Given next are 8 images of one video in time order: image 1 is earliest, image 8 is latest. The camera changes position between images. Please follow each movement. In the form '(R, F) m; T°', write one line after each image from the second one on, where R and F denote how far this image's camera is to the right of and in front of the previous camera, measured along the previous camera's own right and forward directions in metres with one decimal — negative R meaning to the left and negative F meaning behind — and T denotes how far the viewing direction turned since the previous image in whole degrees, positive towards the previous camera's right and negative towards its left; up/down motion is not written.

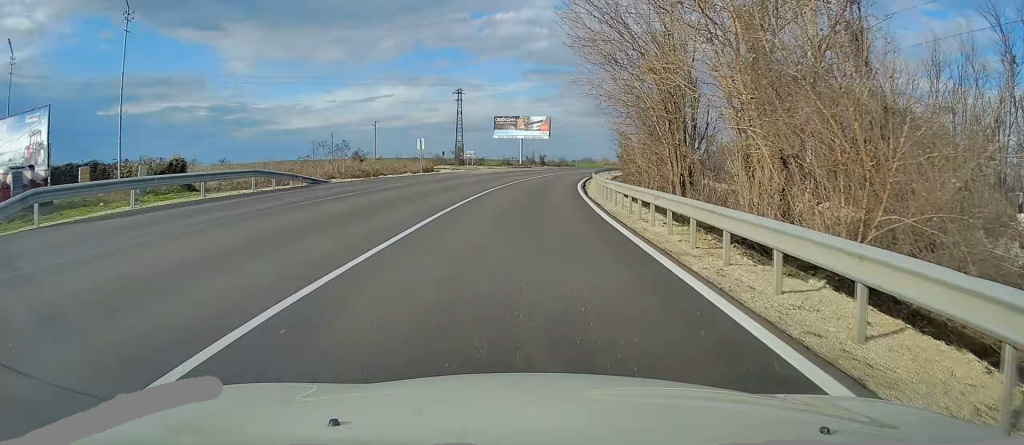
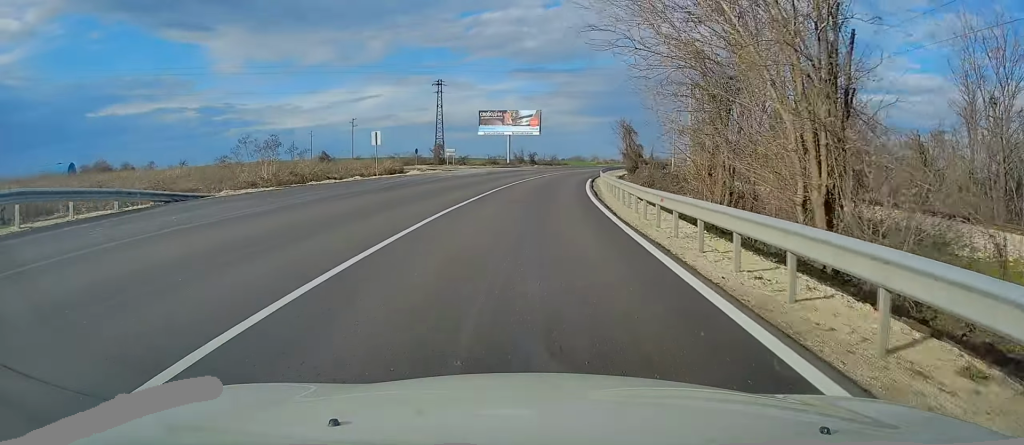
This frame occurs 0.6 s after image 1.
(+0.1, +12.5) m; +1°
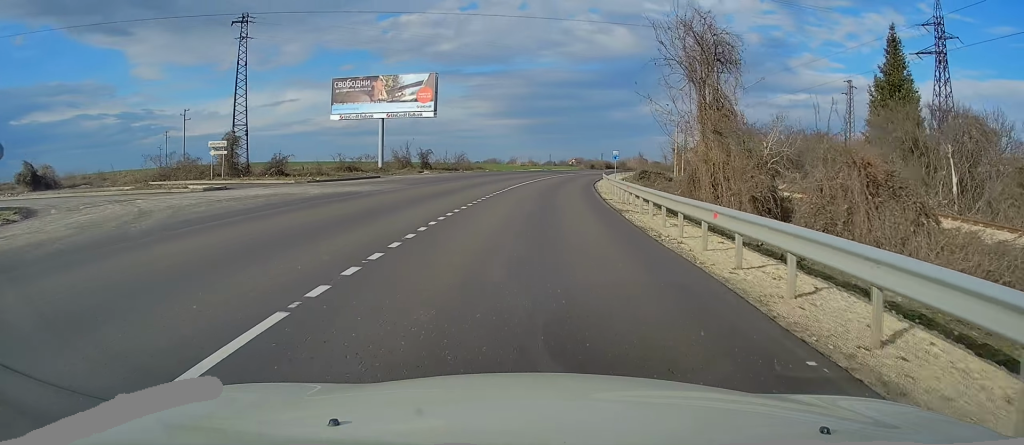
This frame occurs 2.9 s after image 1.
(+1.8, +52.0) m; +5°
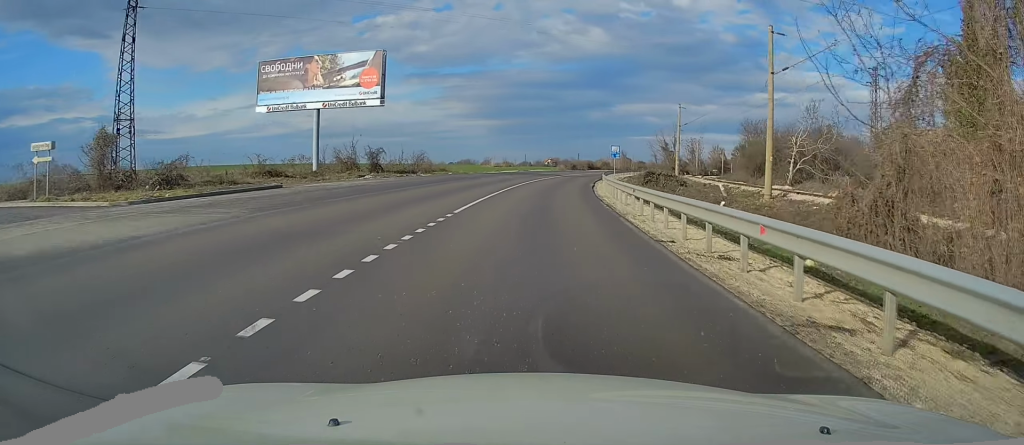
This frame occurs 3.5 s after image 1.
(+0.6, +14.4) m; +2°
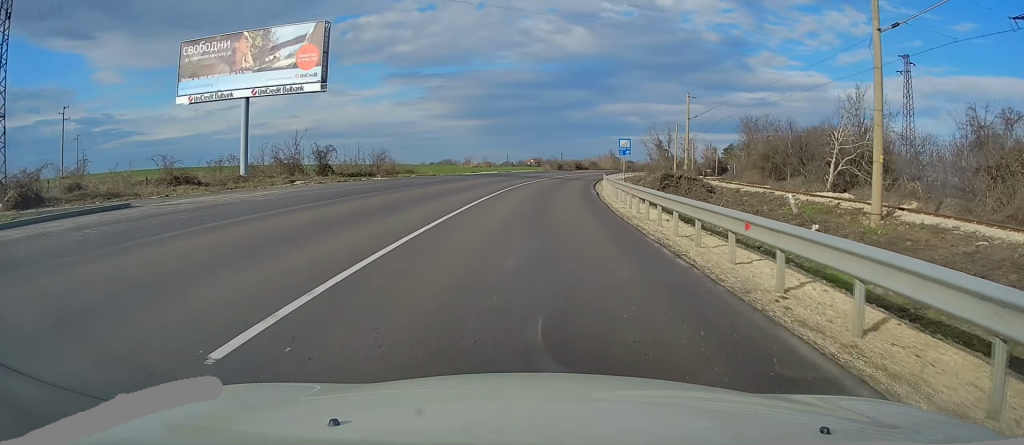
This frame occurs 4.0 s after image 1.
(+0.1, +11.4) m; +2°
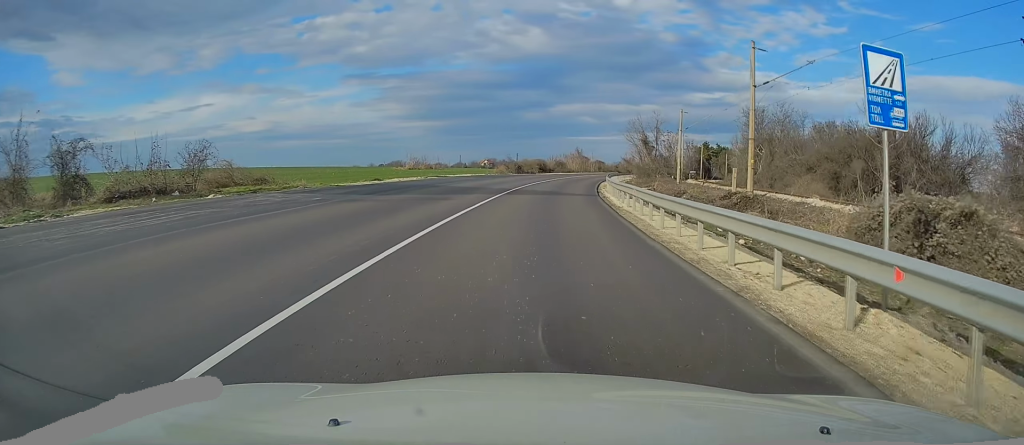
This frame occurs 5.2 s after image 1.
(+1.1, +27.7) m; +5°
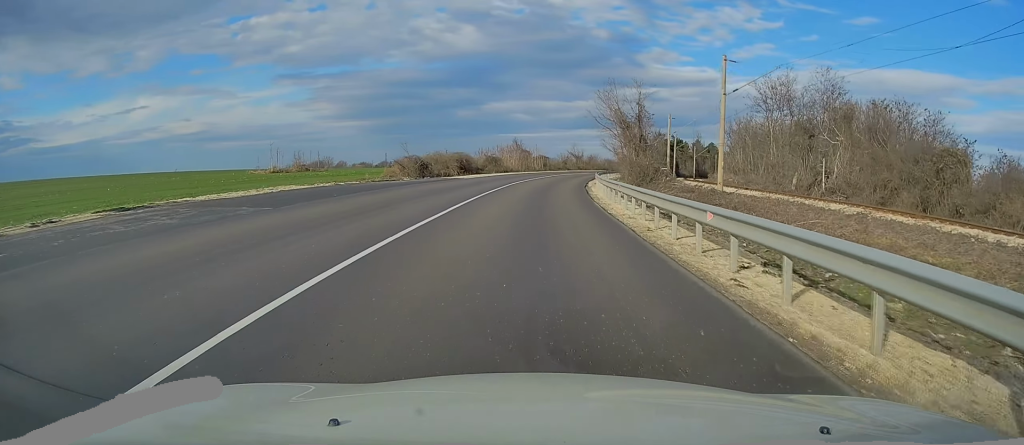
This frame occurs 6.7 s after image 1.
(+1.2, +35.1) m; +5°
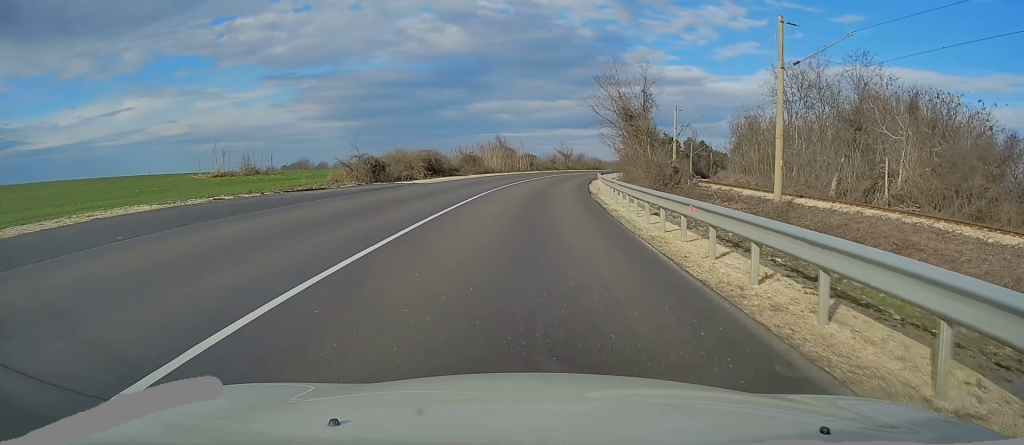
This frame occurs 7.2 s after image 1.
(+0.6, +11.0) m; +2°
